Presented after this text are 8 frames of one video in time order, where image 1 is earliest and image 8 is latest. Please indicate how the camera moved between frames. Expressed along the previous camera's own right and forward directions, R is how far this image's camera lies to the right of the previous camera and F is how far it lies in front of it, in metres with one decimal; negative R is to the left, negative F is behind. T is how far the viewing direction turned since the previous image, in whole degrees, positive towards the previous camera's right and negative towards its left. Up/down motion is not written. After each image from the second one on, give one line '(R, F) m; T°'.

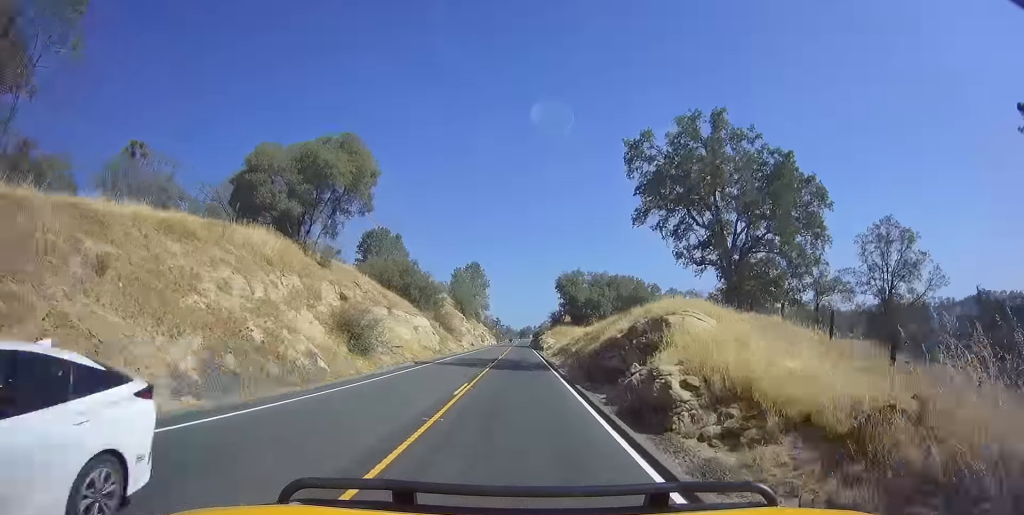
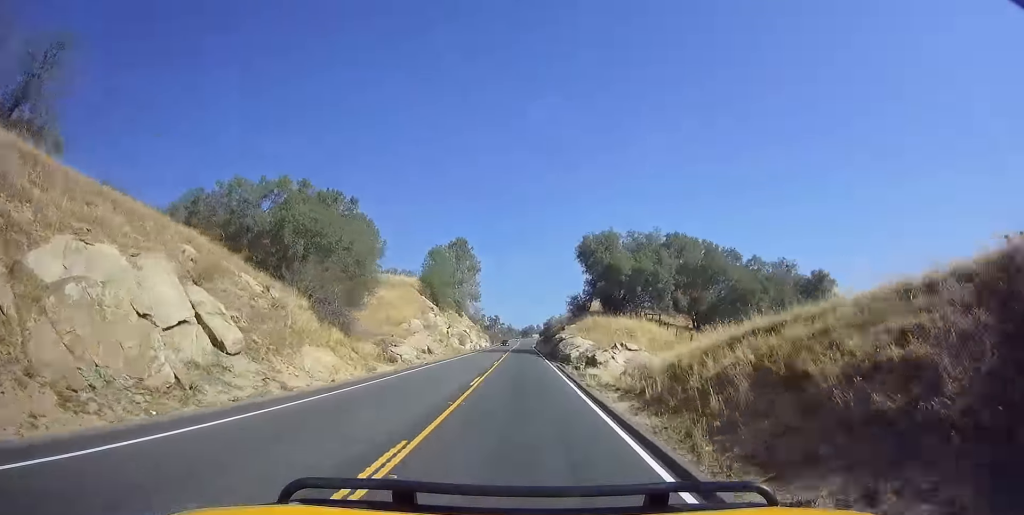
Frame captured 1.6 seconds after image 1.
(-0.6, +39.3) m; +1°
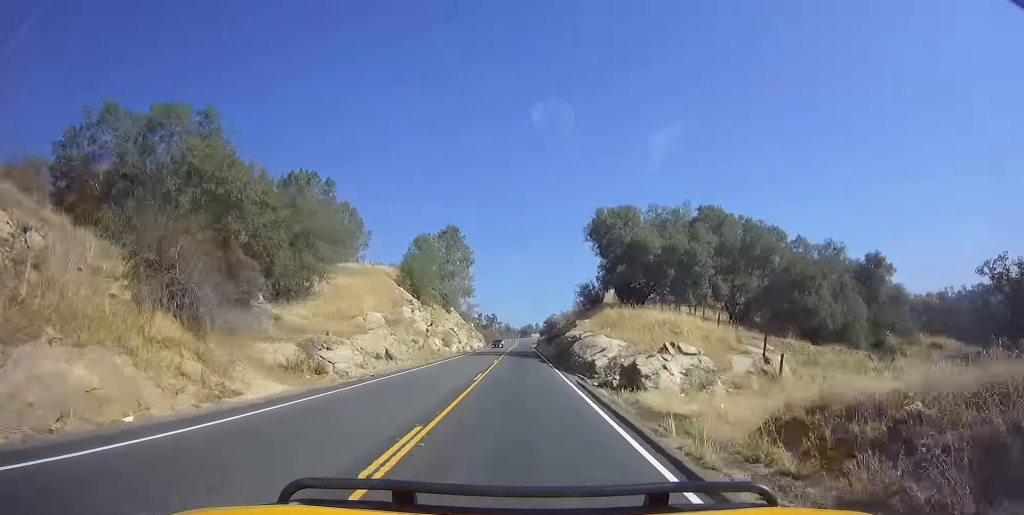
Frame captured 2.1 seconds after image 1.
(+0.3, +12.7) m; 0°
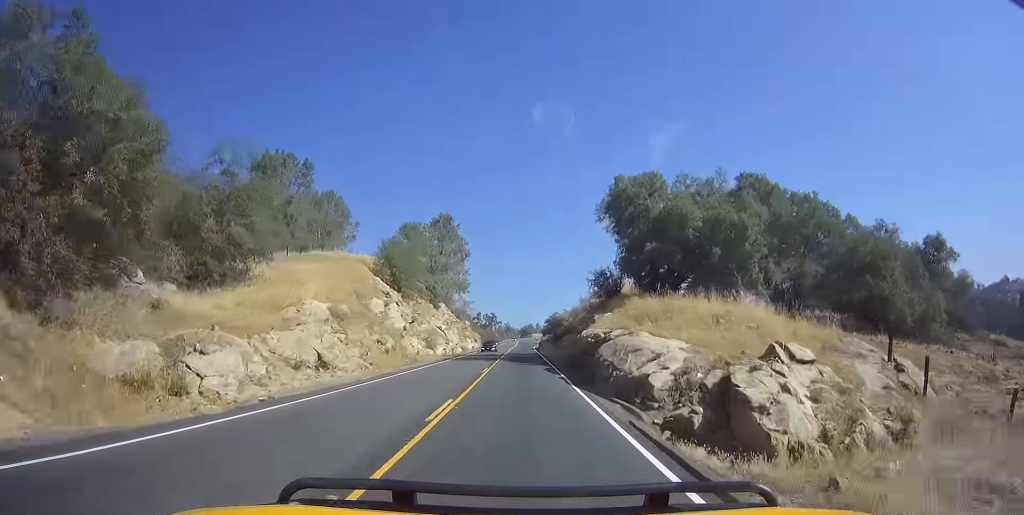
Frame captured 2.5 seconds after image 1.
(+0.3, +10.1) m; 0°
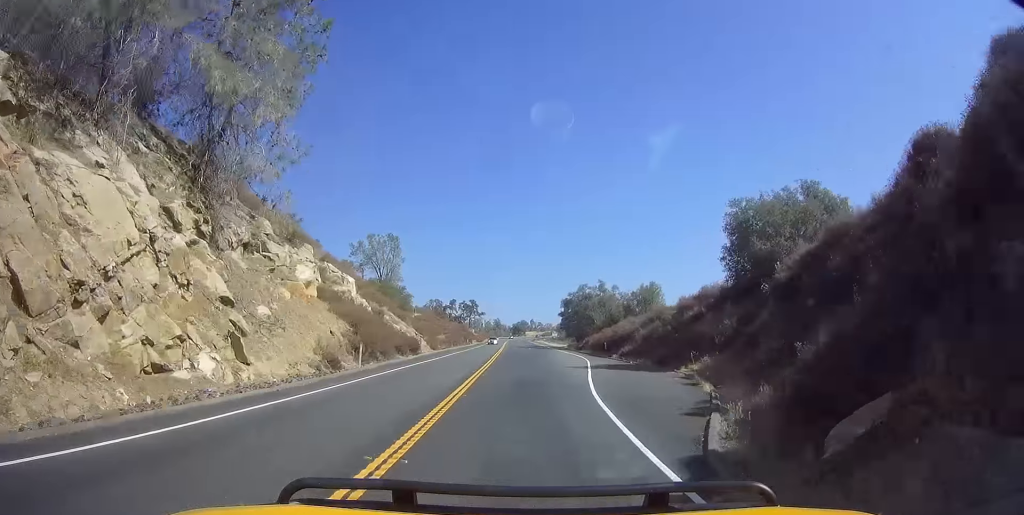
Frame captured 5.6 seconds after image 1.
(+0.9, +79.4) m; +2°
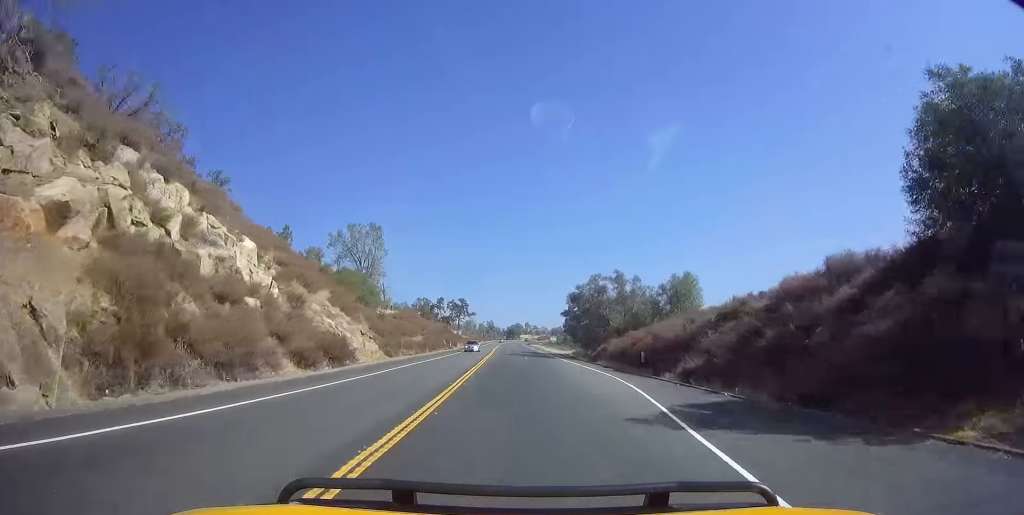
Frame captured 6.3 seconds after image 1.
(0.0, +16.9) m; 0°
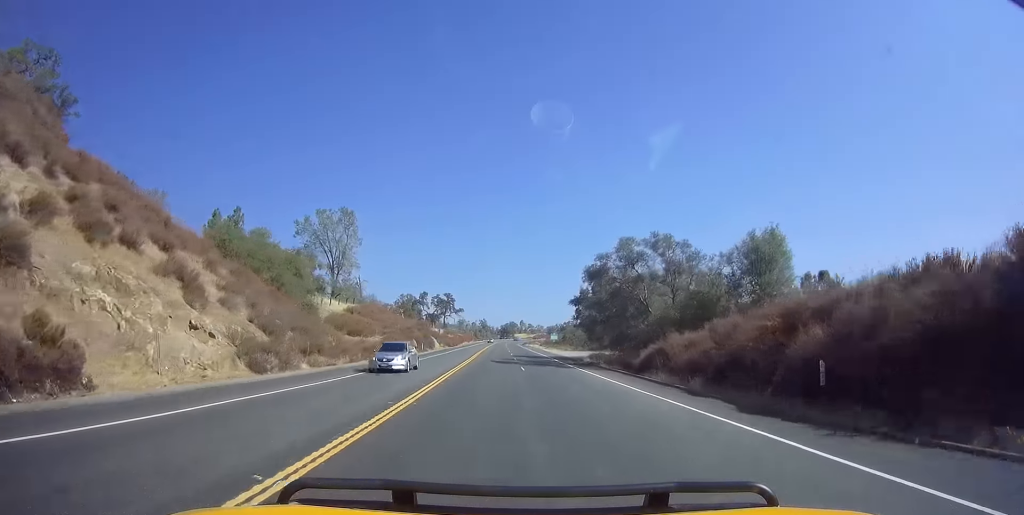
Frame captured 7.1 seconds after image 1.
(0.0, +20.3) m; +1°
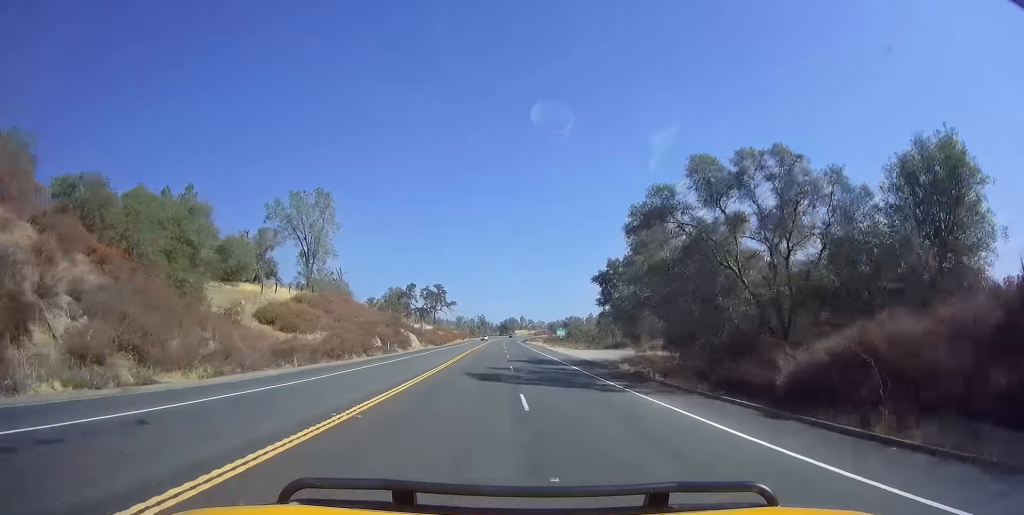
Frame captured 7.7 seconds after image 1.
(0.0, +16.9) m; +1°
